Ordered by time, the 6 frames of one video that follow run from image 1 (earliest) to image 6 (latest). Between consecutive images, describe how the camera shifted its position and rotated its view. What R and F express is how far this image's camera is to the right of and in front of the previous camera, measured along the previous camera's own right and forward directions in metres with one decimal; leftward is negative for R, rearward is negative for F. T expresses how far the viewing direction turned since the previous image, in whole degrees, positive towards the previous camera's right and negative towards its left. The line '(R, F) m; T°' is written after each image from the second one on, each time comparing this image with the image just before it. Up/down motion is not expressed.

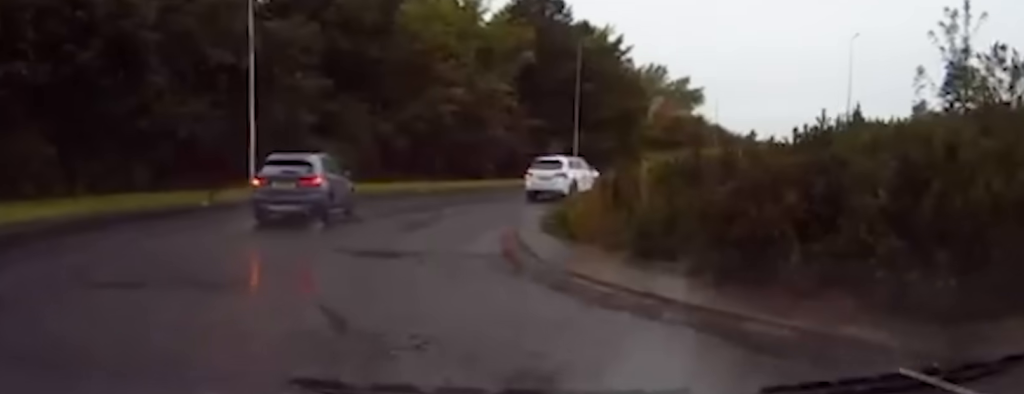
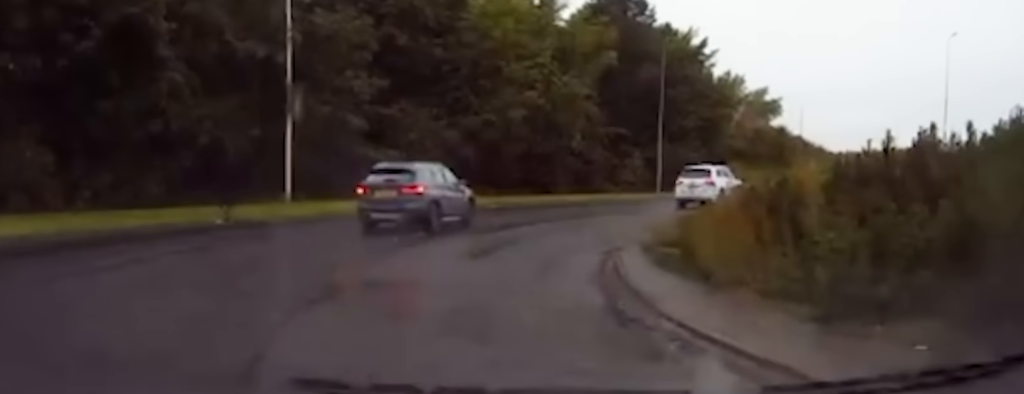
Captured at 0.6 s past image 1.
(-0.2, +4.8) m; -3°
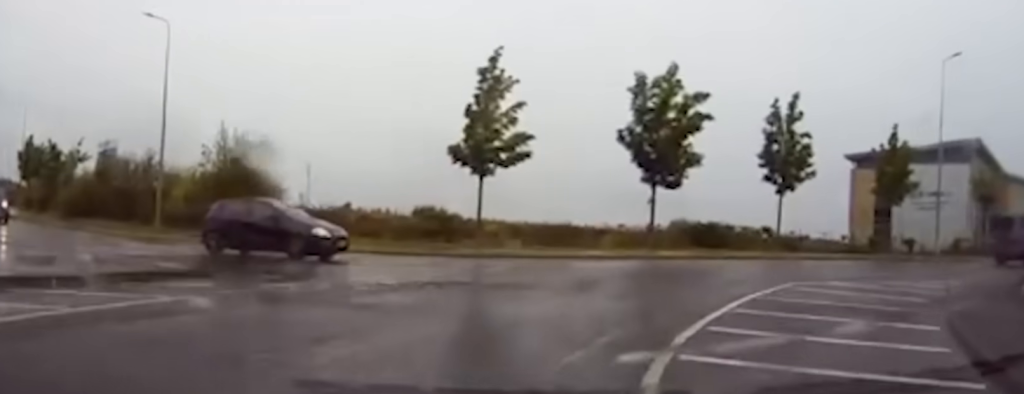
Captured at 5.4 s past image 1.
(+19.5, +32.6) m; +84°
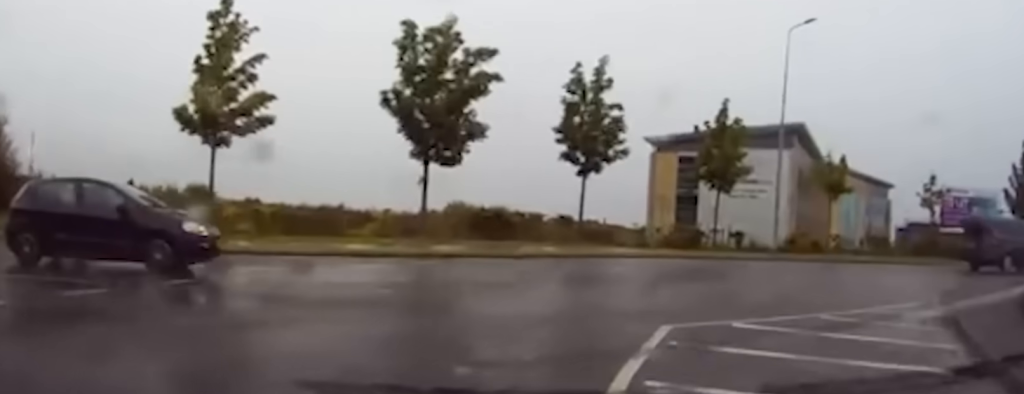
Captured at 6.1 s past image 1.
(+0.9, +5.1) m; +13°
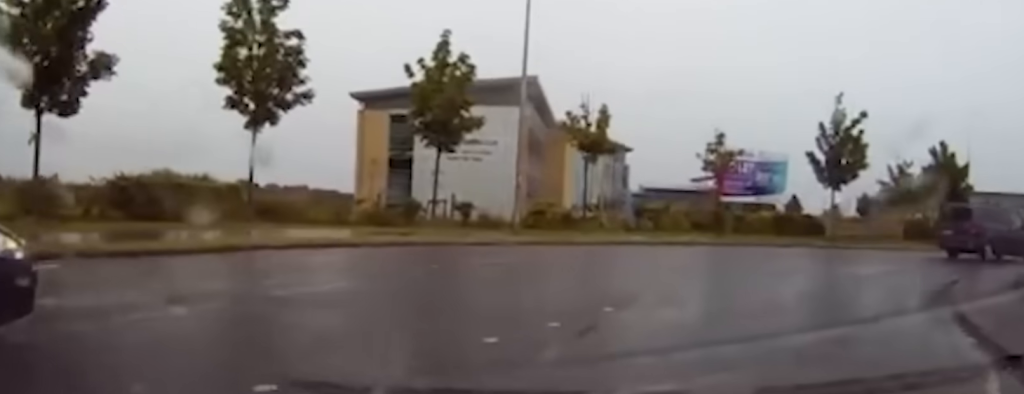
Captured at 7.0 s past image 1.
(+0.9, +6.0) m; +12°
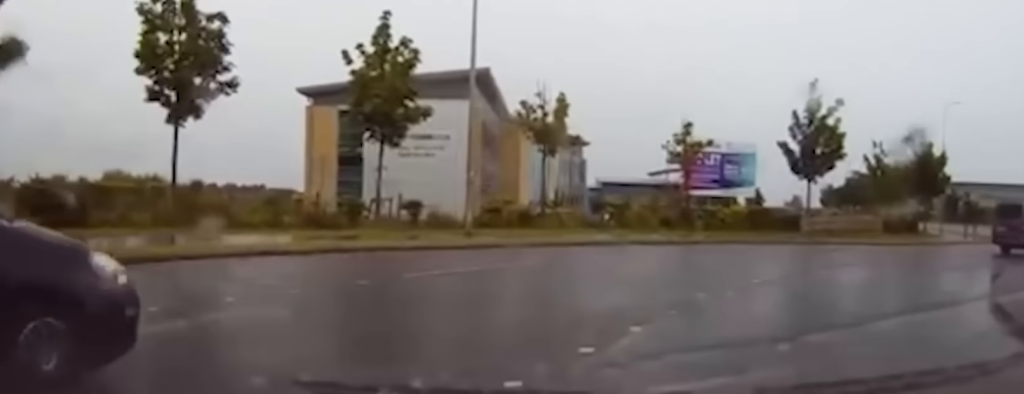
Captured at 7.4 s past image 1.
(+0.1, +2.3) m; +4°
